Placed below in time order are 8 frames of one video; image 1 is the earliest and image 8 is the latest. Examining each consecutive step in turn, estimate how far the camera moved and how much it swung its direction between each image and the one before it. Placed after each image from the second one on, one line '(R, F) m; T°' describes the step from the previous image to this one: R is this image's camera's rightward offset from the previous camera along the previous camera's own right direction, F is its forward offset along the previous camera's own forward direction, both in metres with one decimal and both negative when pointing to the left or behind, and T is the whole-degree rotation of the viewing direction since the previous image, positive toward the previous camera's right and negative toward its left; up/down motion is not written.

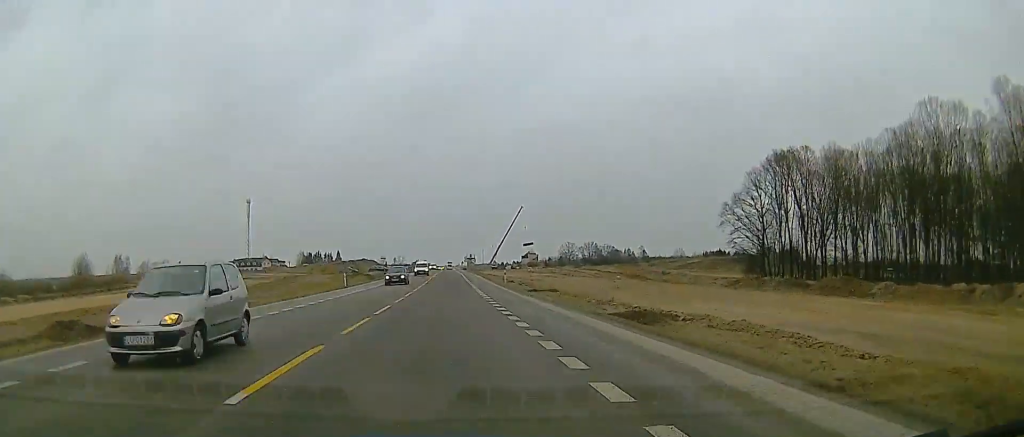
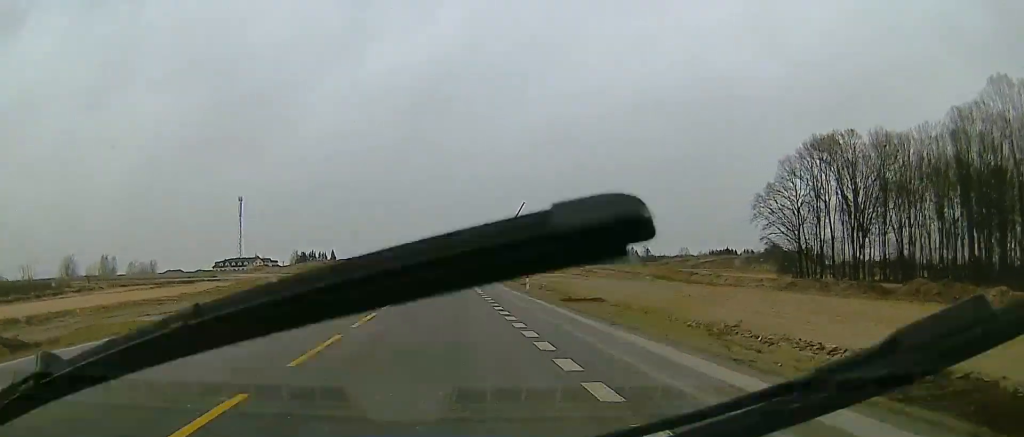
(0.0, +15.2) m; 0°
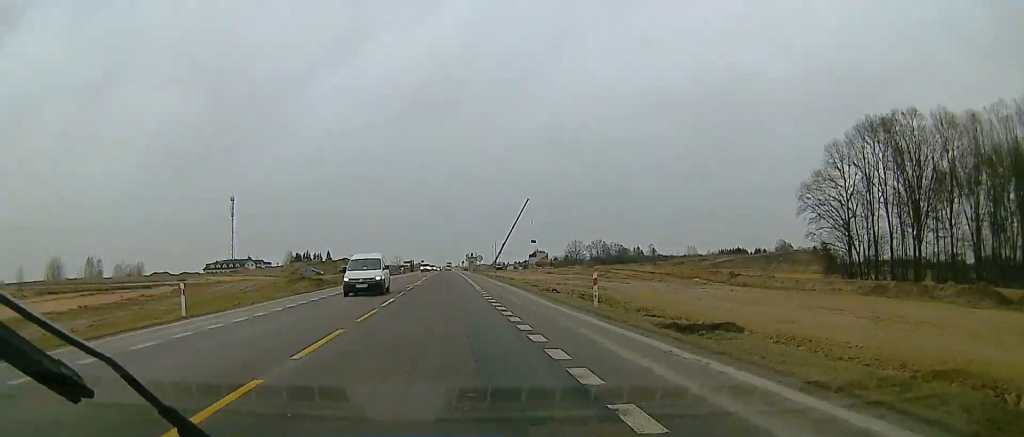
(0.0, +14.7) m; 0°
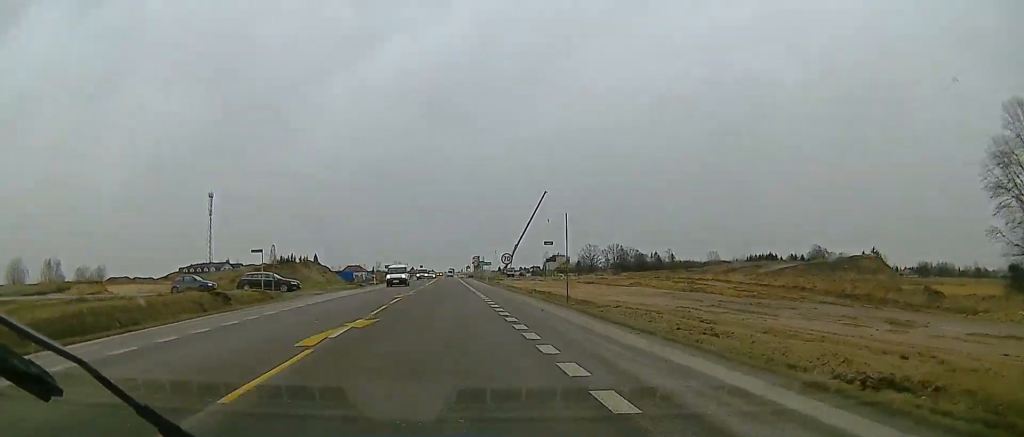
(-0.2, +36.9) m; -1°
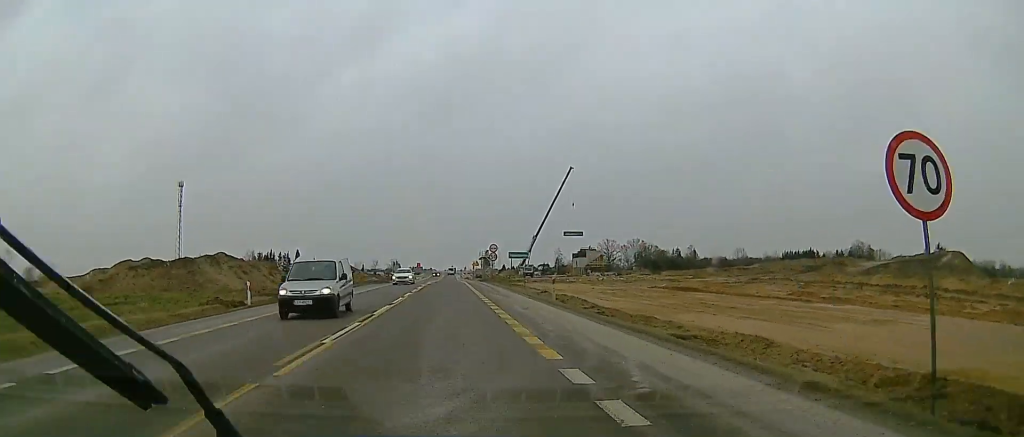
(+0.1, +42.5) m; 0°
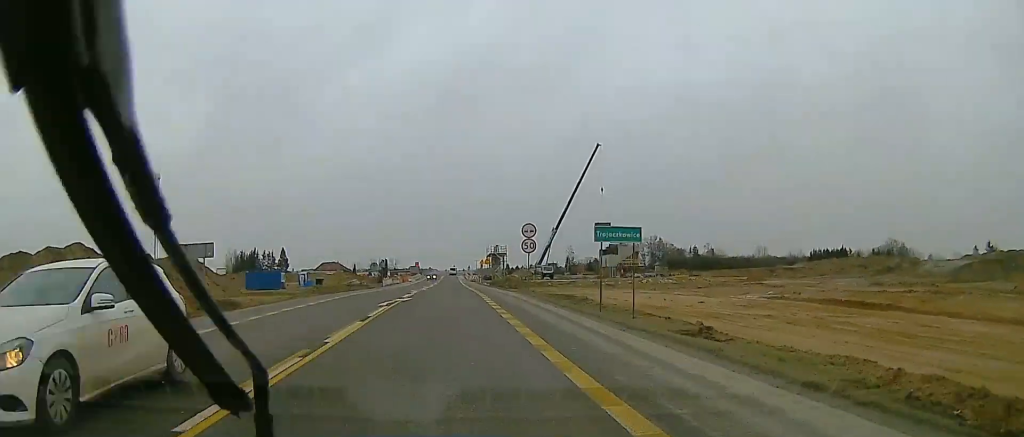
(0.0, +33.2) m; 0°
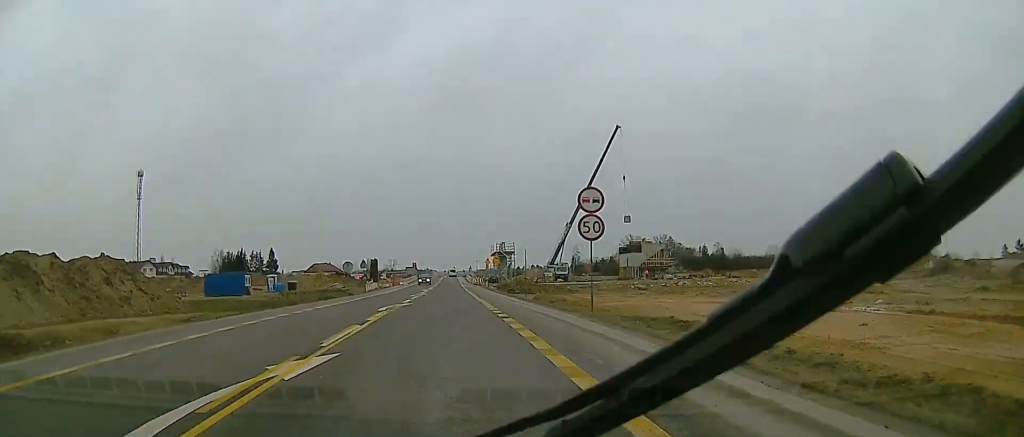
(0.0, +20.1) m; 0°
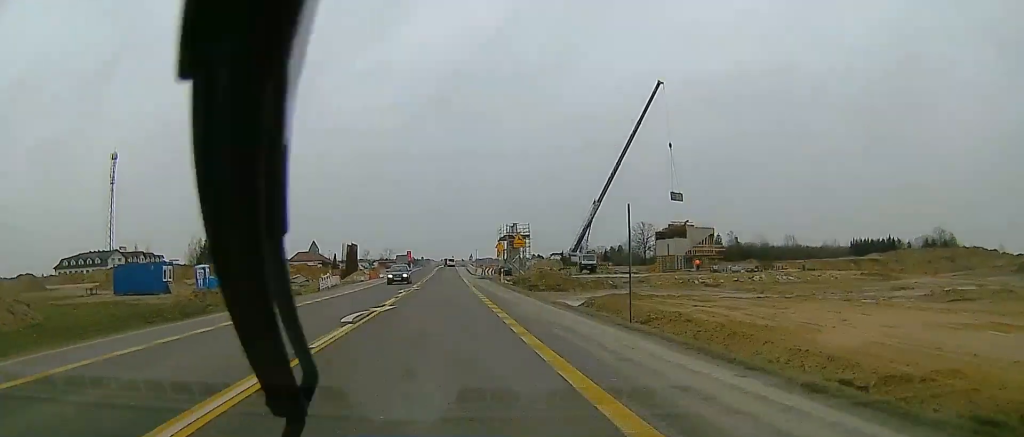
(0.0, +26.4) m; 0°
